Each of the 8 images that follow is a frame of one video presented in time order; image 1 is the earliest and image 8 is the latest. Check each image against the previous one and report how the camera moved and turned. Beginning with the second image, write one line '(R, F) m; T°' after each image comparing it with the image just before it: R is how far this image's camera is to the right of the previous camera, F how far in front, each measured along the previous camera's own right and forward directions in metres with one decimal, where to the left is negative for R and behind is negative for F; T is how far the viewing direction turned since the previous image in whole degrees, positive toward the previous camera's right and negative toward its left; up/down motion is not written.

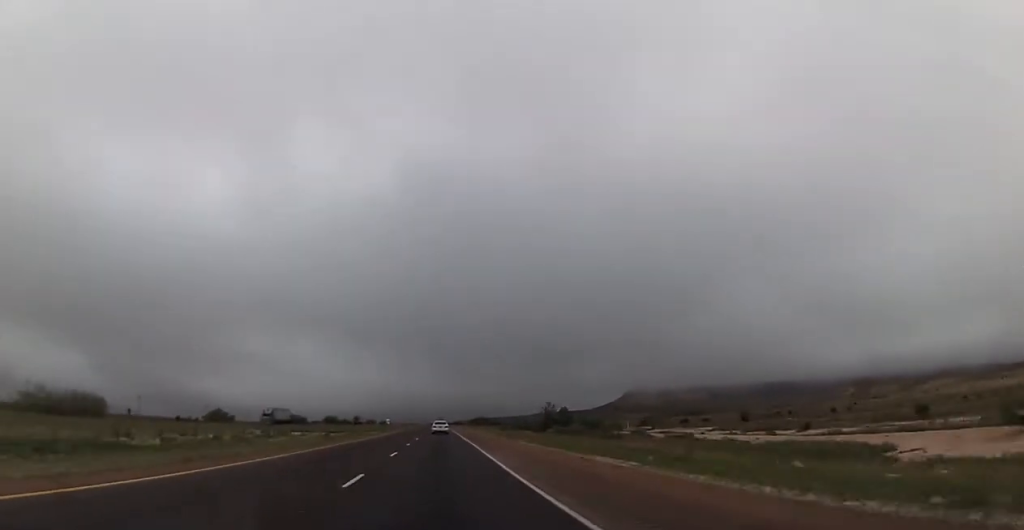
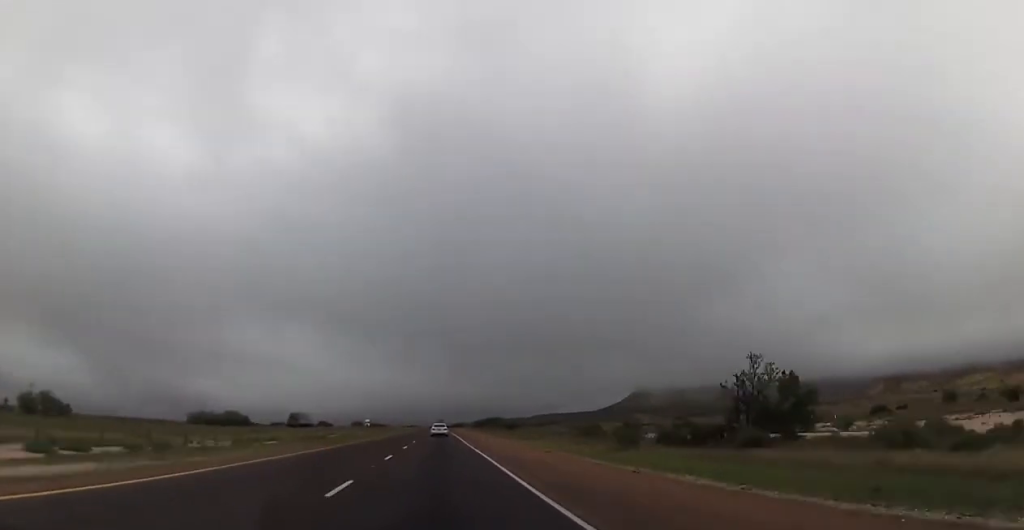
(-0.1, +74.6) m; -1°
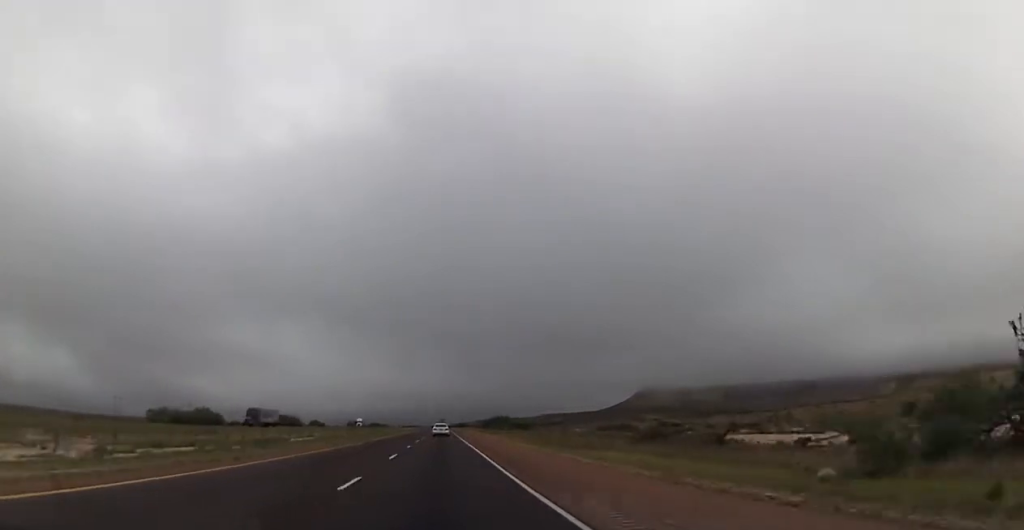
(-0.2, +22.9) m; 0°
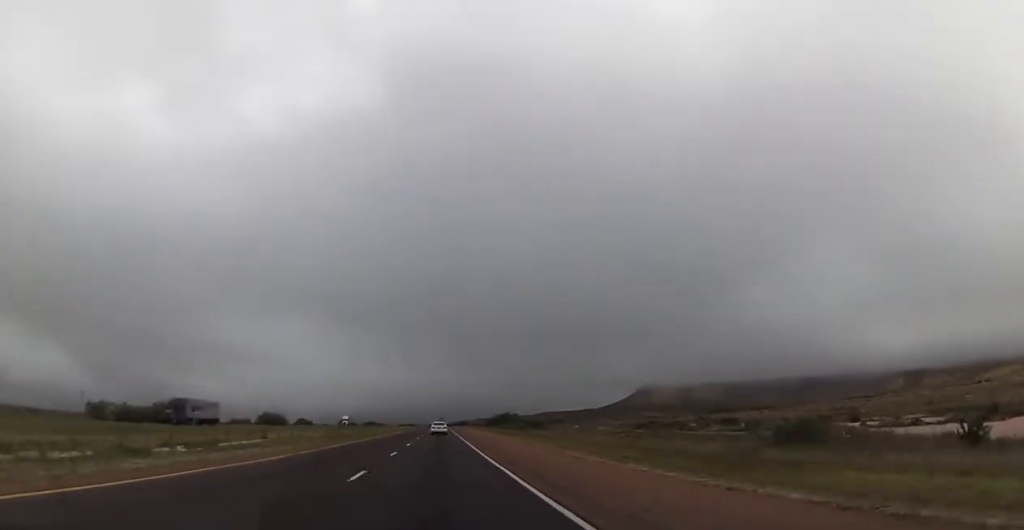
(-0.4, +22.9) m; 0°
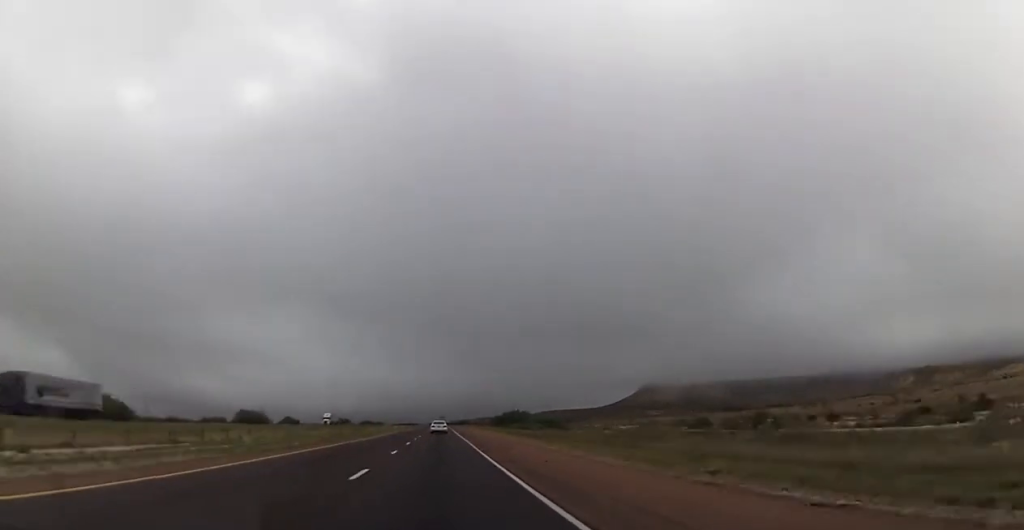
(+0.3, +24.0) m; +1°
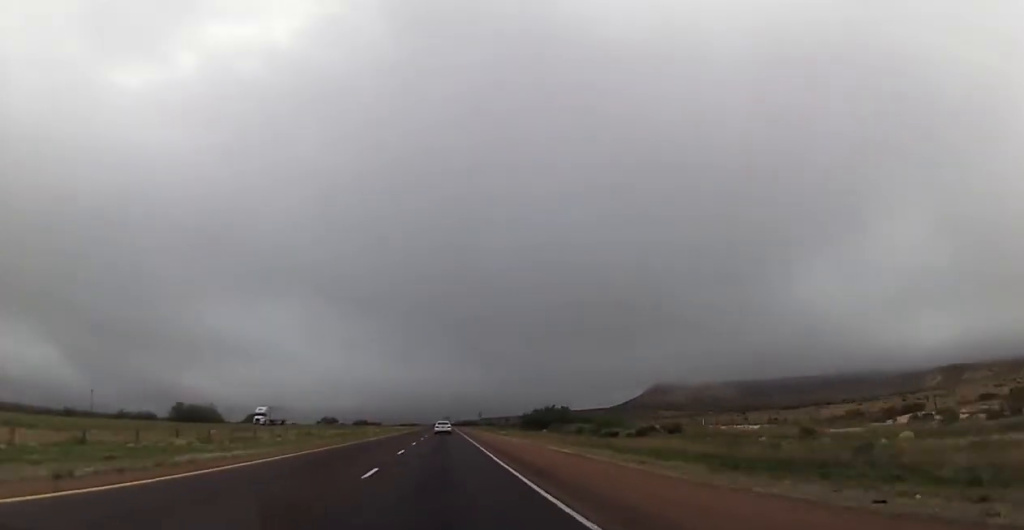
(+0.3, +48.2) m; 0°
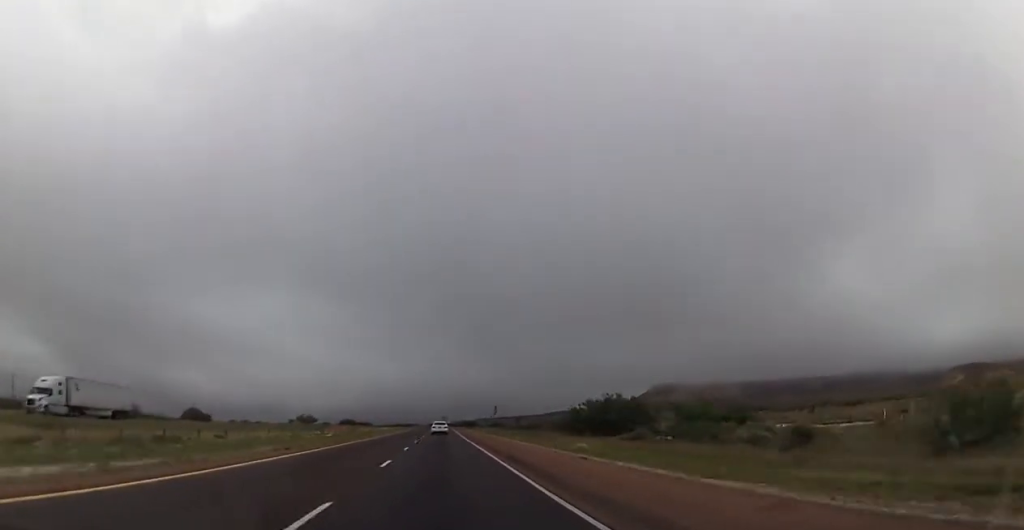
(-0.1, +44.5) m; 0°
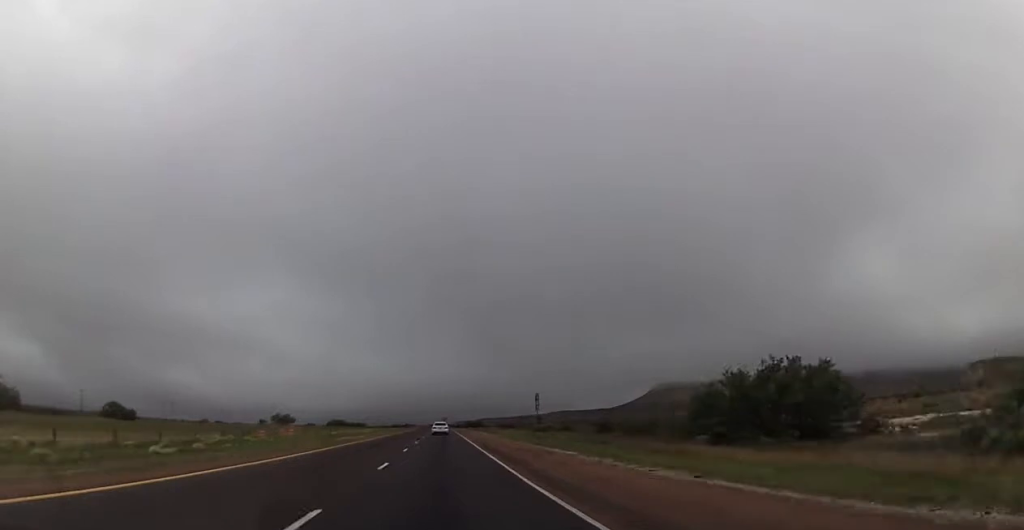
(+0.1, +37.4) m; 0°
